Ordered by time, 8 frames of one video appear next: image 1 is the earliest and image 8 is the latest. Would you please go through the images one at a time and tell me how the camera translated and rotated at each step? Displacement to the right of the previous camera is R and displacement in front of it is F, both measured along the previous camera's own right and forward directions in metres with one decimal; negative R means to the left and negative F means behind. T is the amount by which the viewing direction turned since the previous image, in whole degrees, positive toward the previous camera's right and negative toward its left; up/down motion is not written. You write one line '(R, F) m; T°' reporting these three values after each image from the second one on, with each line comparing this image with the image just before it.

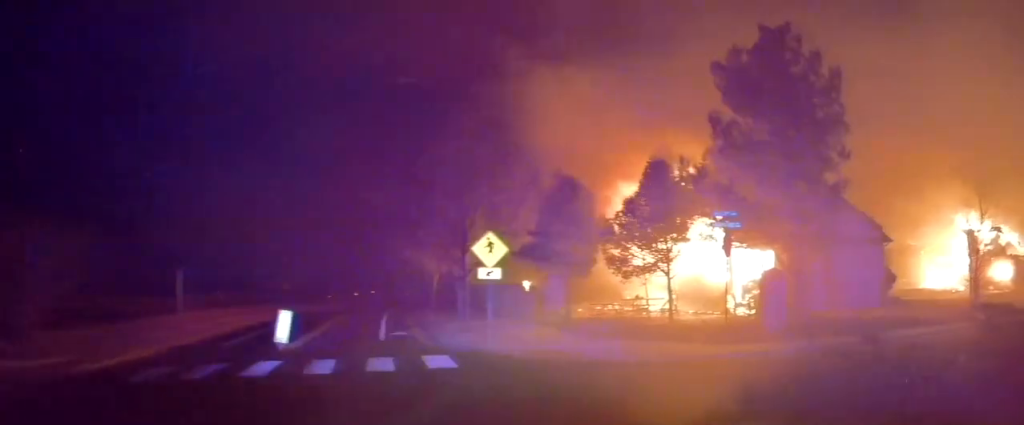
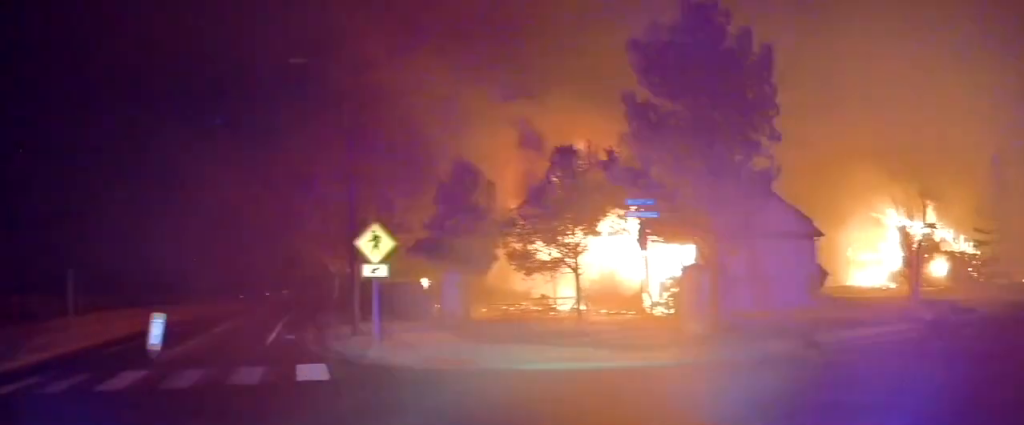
(0.0, +1.5) m; +1°
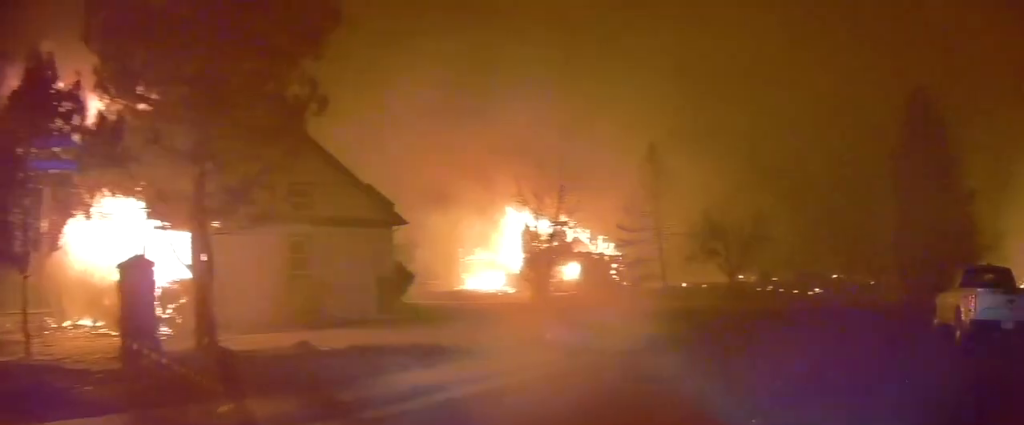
(+1.2, +5.9) m; +26°
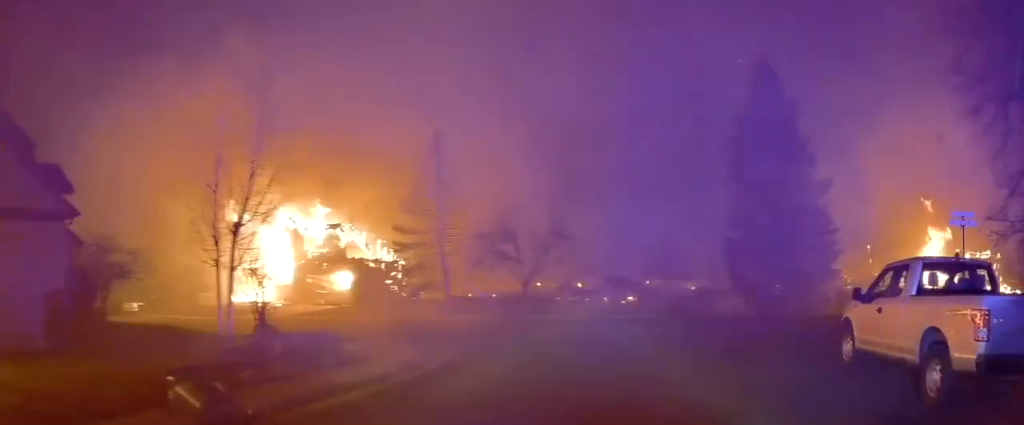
(+1.2, +5.9) m; +32°
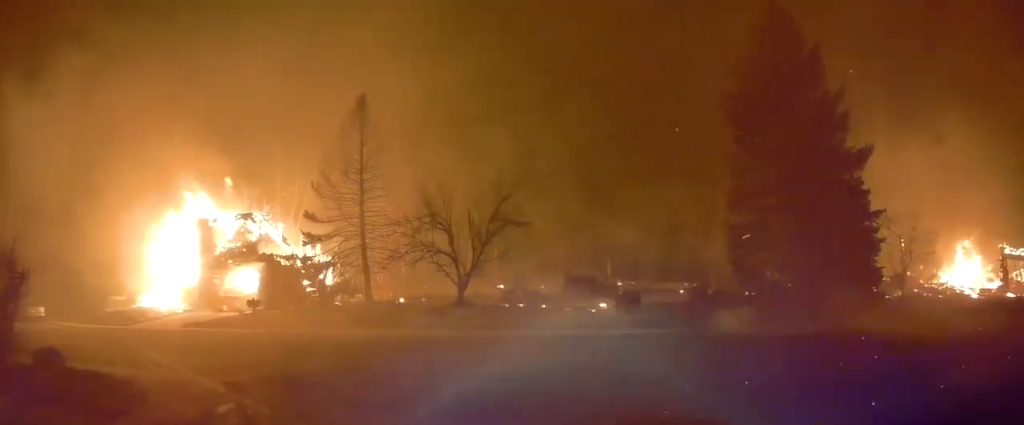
(+3.7, +8.9) m; +29°
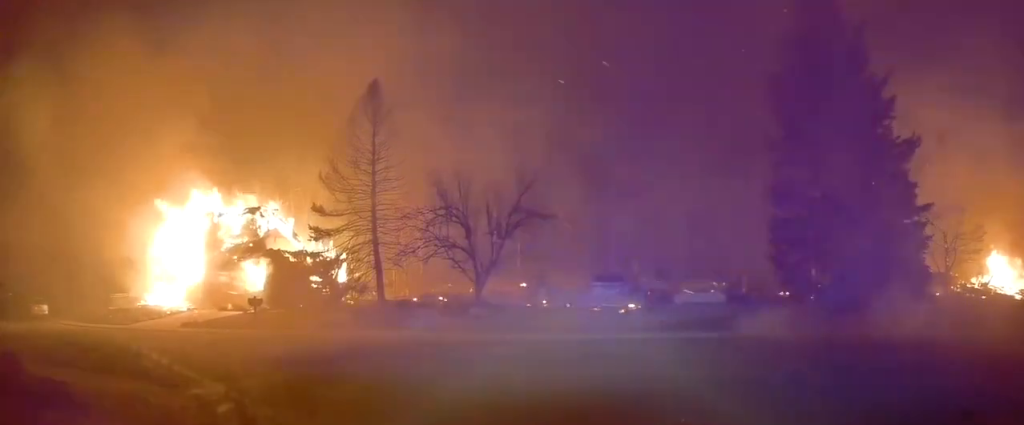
(0.0, +2.8) m; -1°
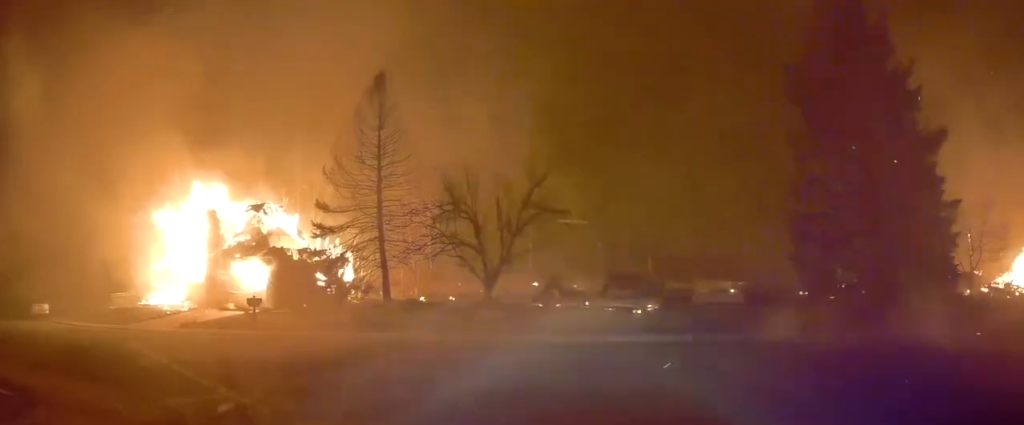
(0.0, +1.8) m; -2°
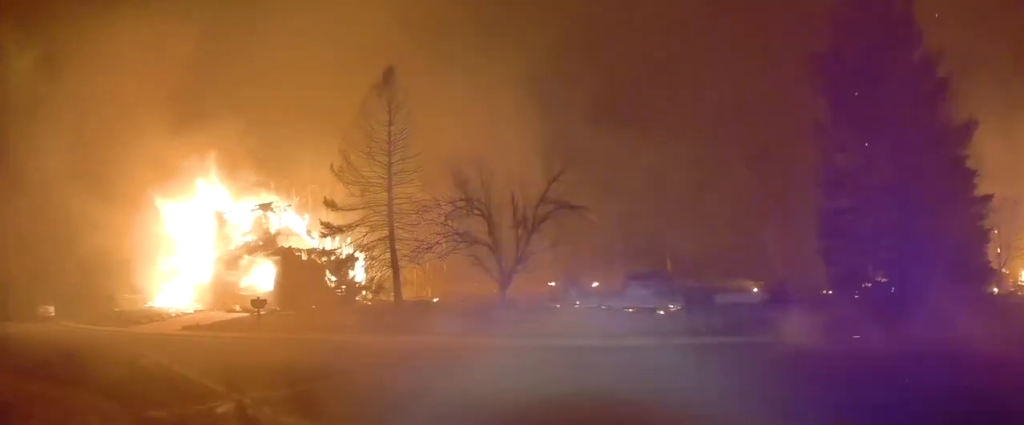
(0.0, +1.5) m; -5°
